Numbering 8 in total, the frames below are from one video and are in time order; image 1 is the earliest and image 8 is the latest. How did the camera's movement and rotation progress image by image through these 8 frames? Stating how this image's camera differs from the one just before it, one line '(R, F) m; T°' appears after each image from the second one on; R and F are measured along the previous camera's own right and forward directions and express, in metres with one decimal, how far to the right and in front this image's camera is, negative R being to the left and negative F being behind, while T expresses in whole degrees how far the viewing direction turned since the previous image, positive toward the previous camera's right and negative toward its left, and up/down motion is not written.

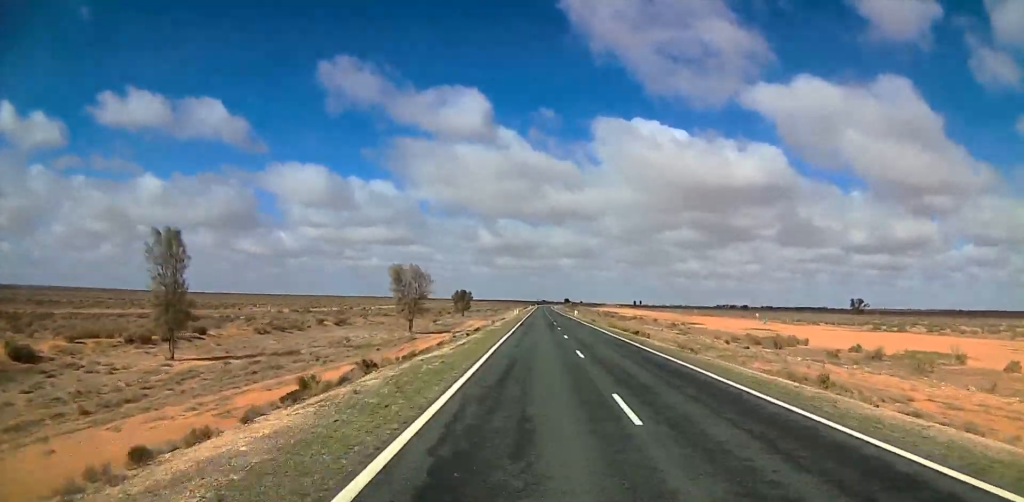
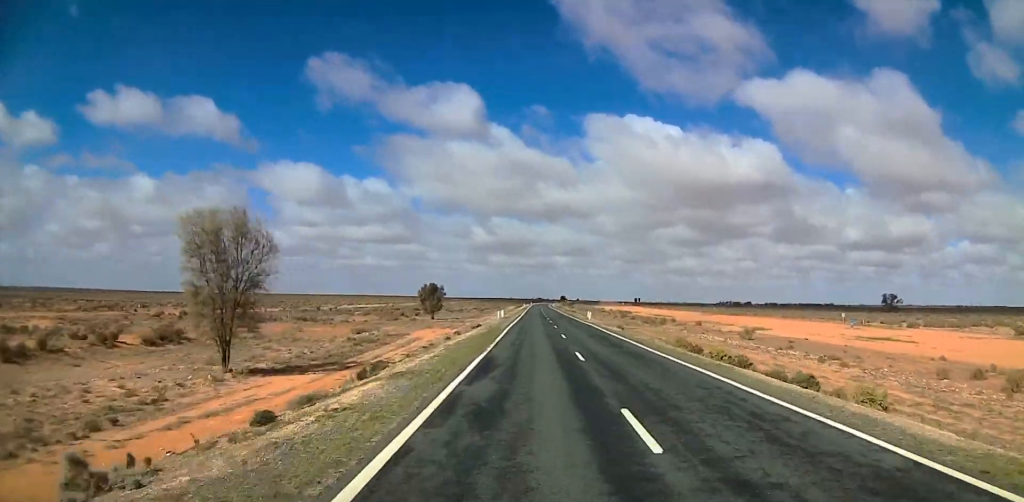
(0.0, +38.2) m; 0°
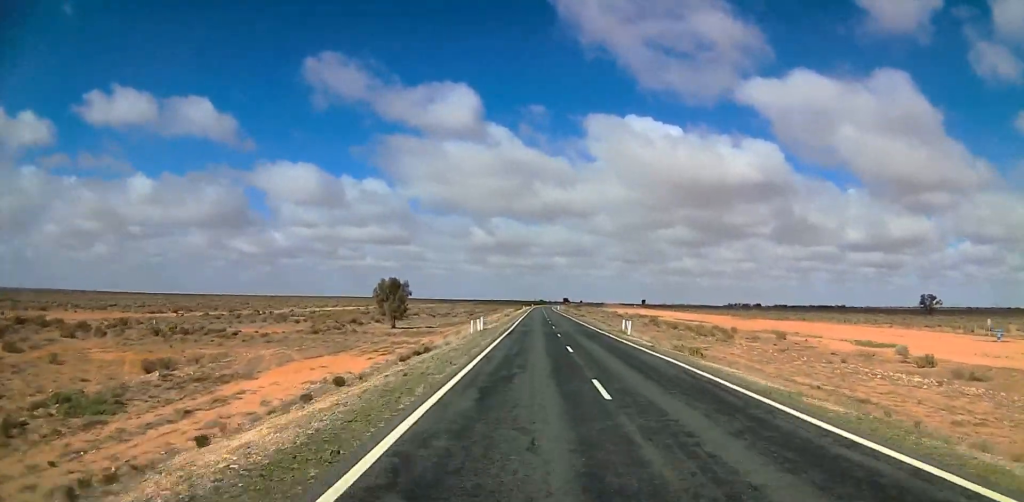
(+0.2, +32.3) m; -1°
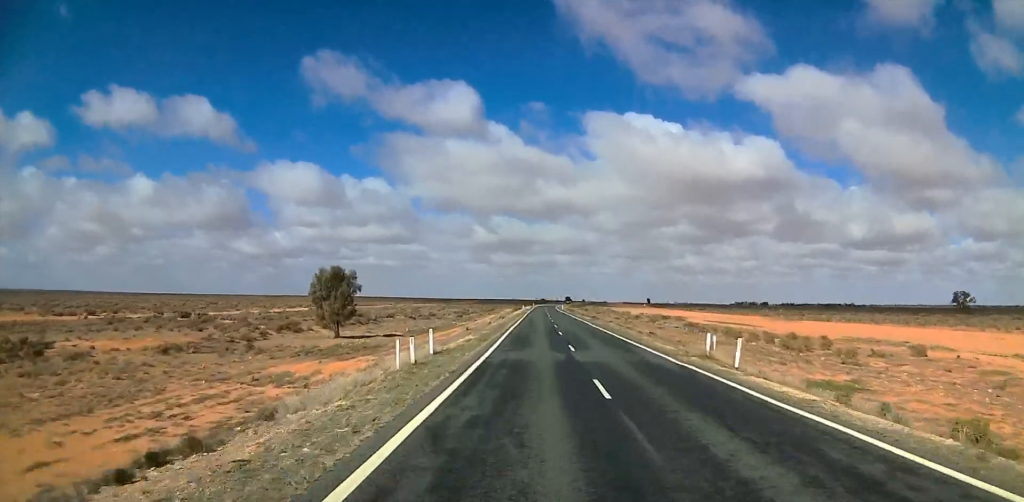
(-0.5, +24.2) m; -1°
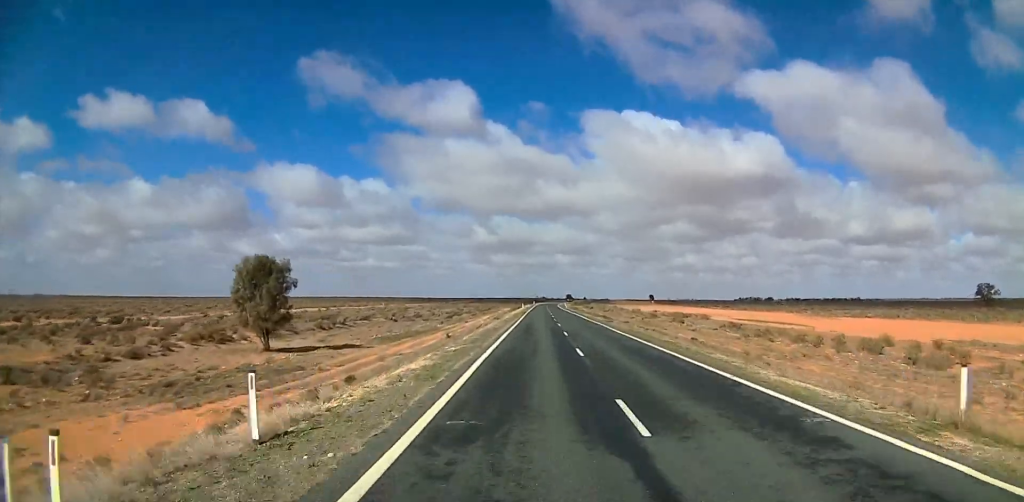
(-0.6, +16.1) m; 0°
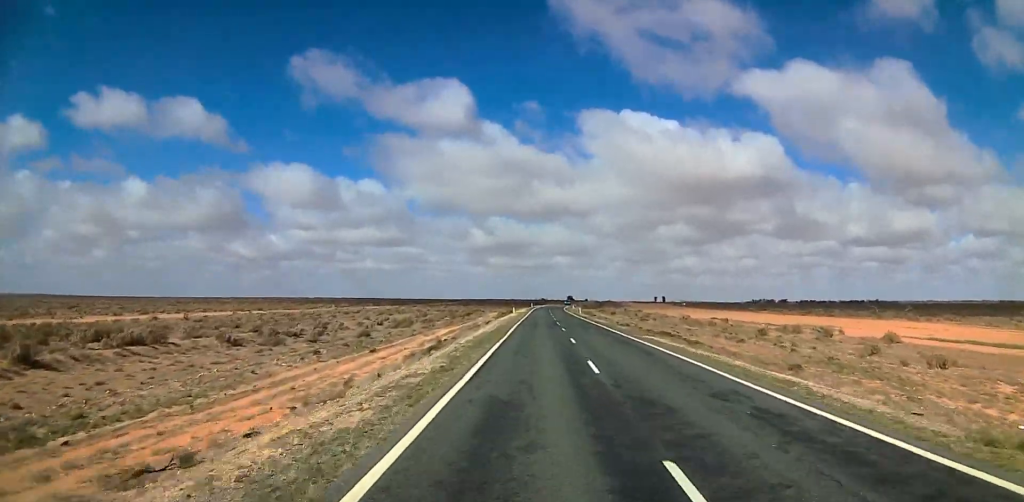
(+2.0, +52.1) m; +2°
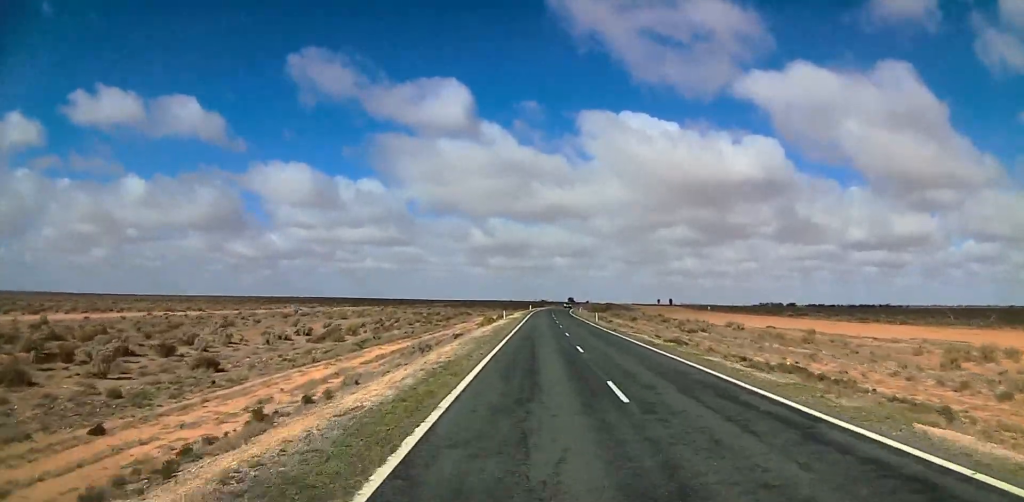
(0.0, +27.3) m; -2°
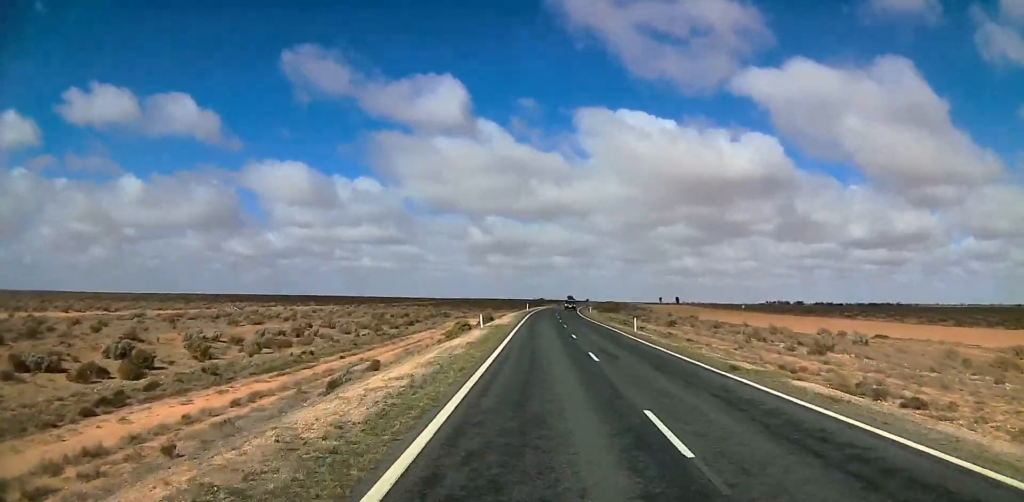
(-0.9, +28.1) m; -1°
